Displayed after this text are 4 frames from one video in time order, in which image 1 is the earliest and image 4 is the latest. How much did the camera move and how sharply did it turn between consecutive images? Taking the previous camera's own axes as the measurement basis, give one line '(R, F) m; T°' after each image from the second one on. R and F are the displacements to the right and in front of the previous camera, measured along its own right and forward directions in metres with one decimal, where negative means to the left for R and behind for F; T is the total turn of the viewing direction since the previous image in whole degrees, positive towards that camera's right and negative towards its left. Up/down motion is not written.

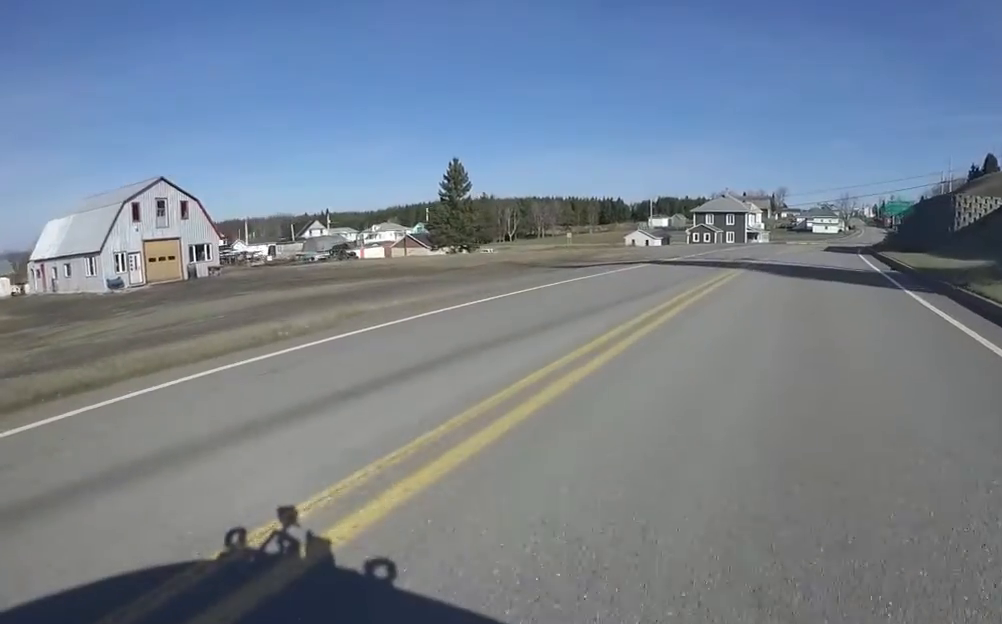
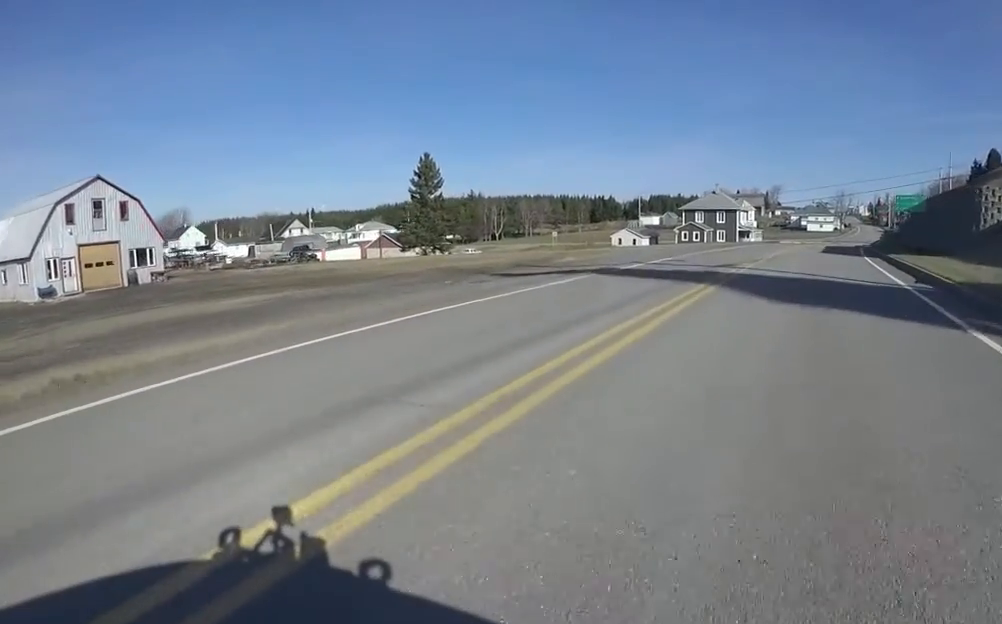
(-0.5, +4.2) m; -1°
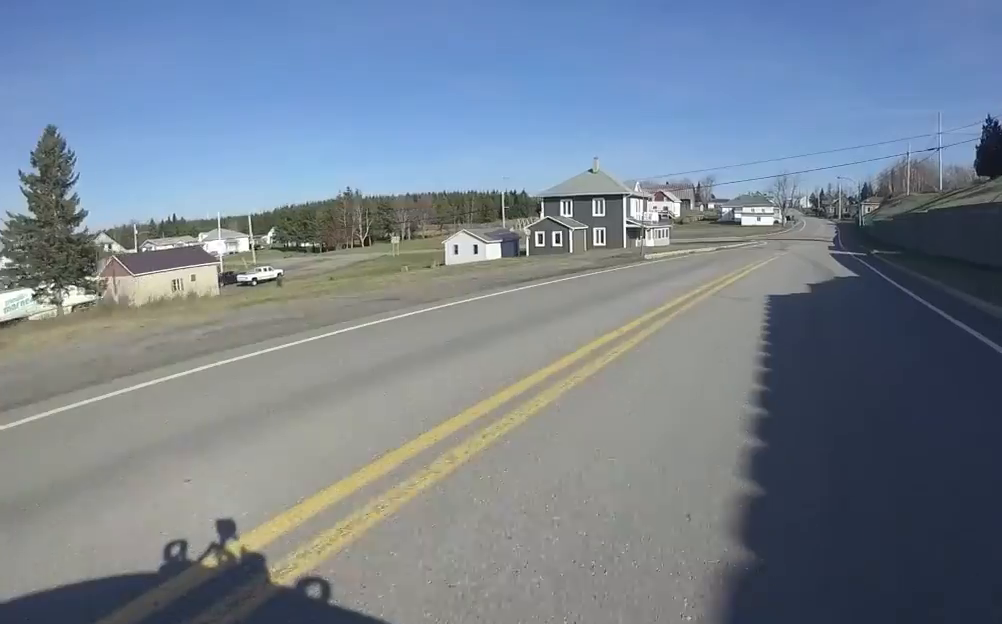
(+1.3, +33.8) m; +7°
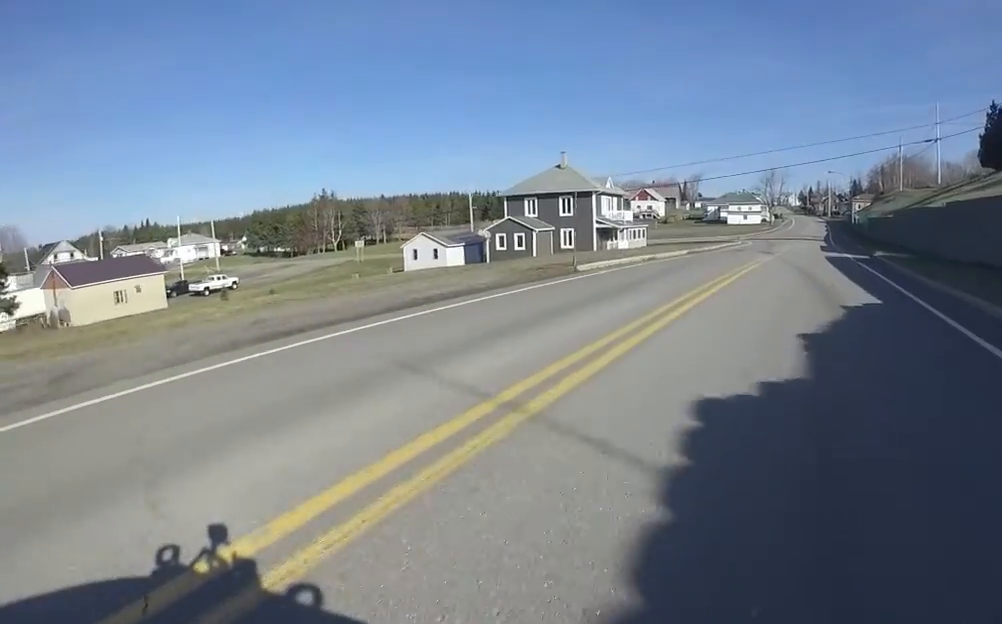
(+0.2, +5.8) m; +3°
